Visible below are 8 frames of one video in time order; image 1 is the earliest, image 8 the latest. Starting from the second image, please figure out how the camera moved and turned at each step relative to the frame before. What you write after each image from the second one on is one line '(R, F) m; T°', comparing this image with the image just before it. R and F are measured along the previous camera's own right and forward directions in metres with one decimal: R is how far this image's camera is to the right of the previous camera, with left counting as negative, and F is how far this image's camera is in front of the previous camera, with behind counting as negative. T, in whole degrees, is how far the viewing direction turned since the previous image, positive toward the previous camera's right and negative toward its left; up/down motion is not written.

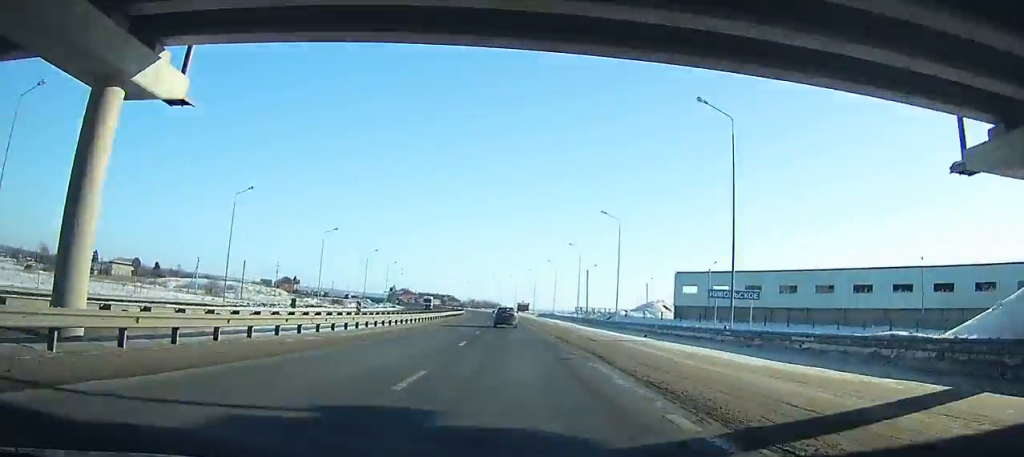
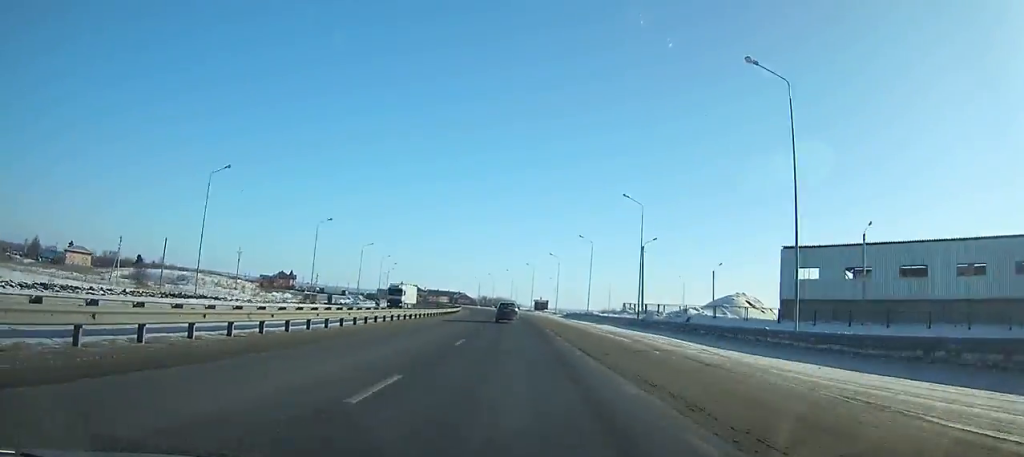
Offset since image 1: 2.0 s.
(-1.3, +38.2) m; -2°
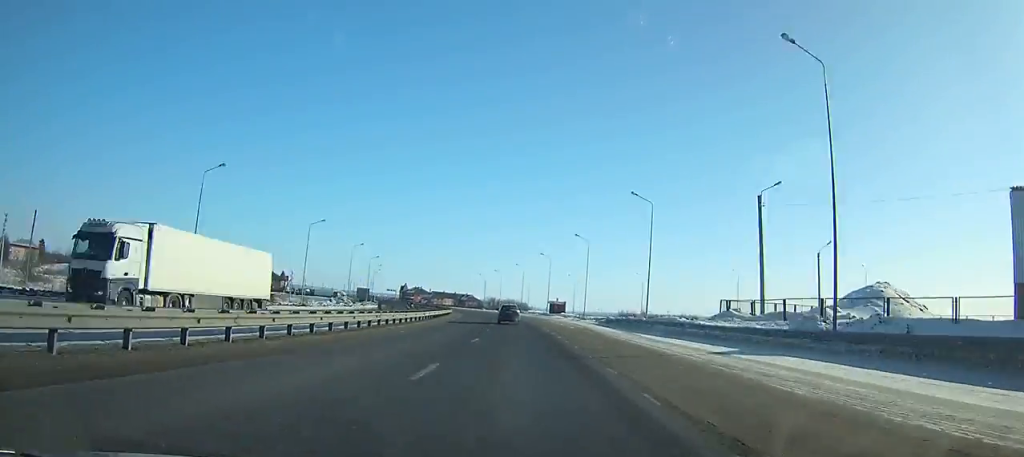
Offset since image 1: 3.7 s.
(-0.5, +32.7) m; -2°
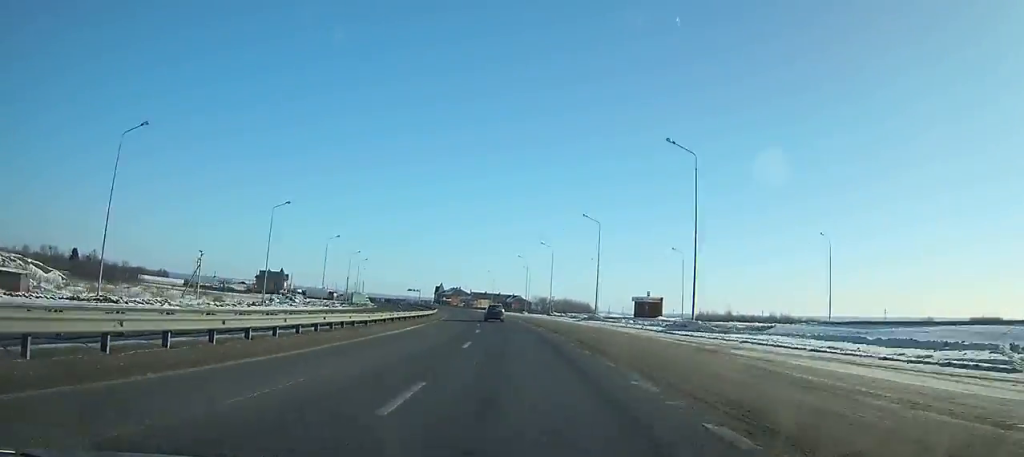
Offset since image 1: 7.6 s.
(-2.5, +75.6) m; -5°
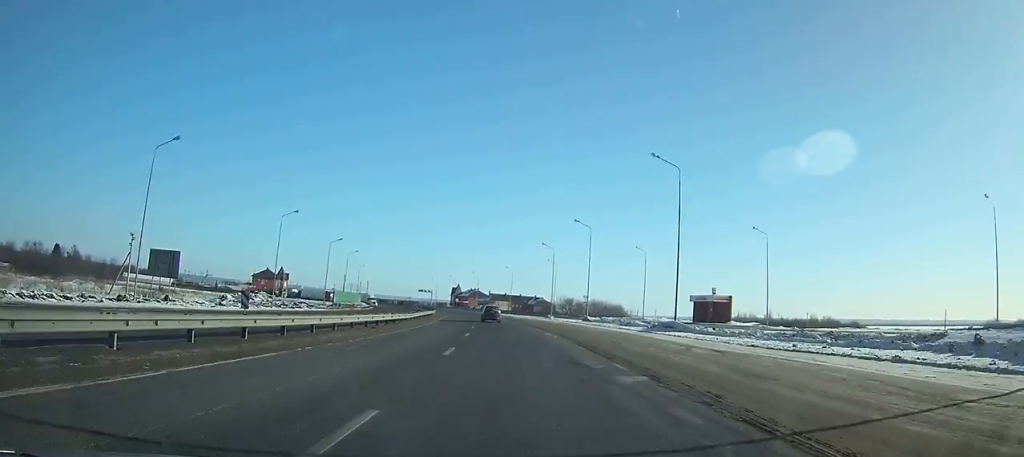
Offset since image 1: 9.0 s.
(+0.1, +27.2) m; -2°
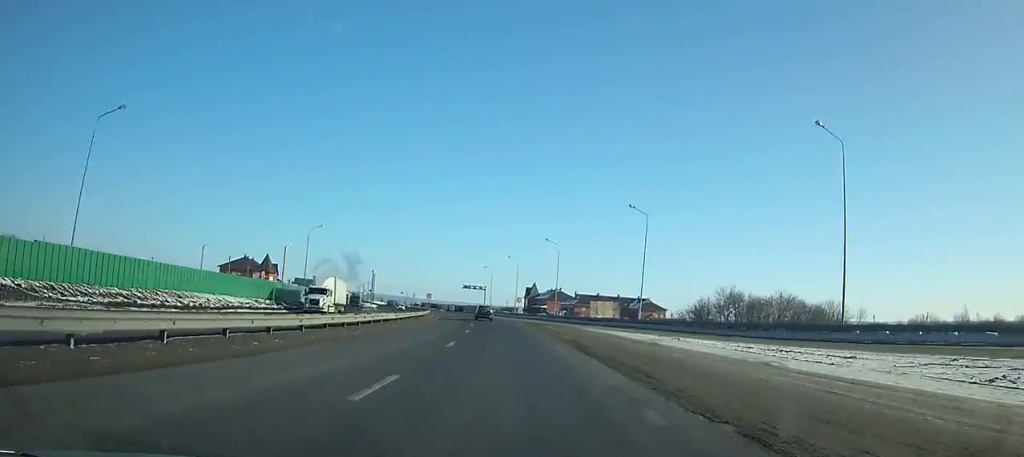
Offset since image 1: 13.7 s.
(-6.8, +91.5) m; -8°
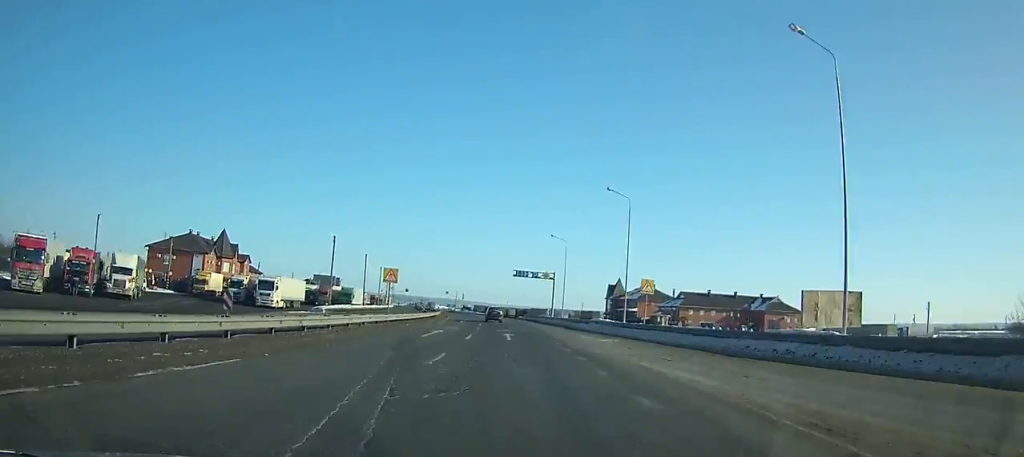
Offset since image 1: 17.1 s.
(-3.4, +66.7) m; -6°
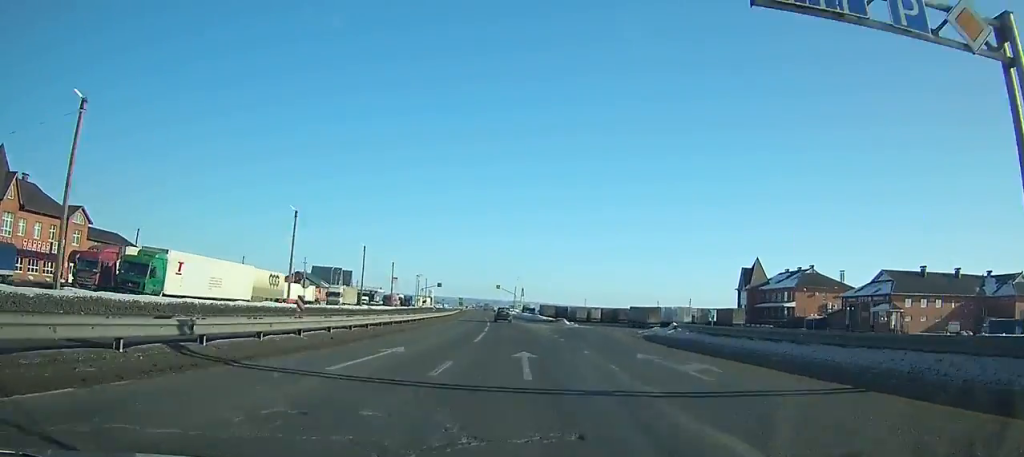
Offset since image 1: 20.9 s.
(-4.7, +75.4) m; -7°
